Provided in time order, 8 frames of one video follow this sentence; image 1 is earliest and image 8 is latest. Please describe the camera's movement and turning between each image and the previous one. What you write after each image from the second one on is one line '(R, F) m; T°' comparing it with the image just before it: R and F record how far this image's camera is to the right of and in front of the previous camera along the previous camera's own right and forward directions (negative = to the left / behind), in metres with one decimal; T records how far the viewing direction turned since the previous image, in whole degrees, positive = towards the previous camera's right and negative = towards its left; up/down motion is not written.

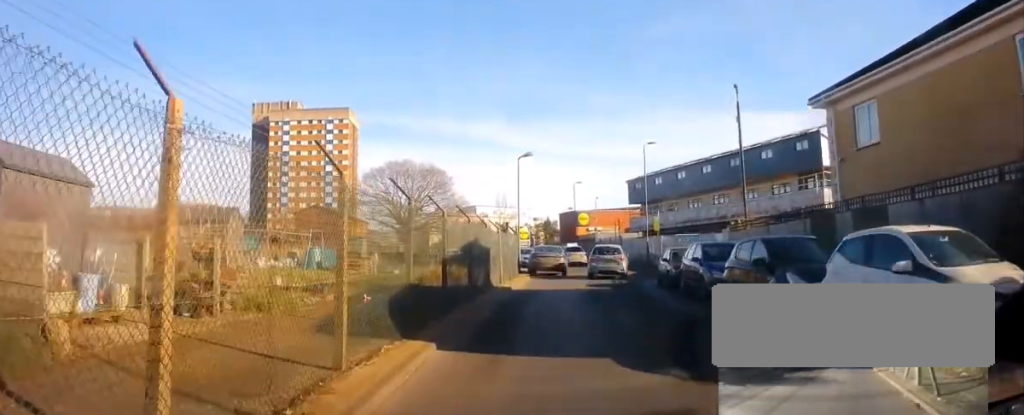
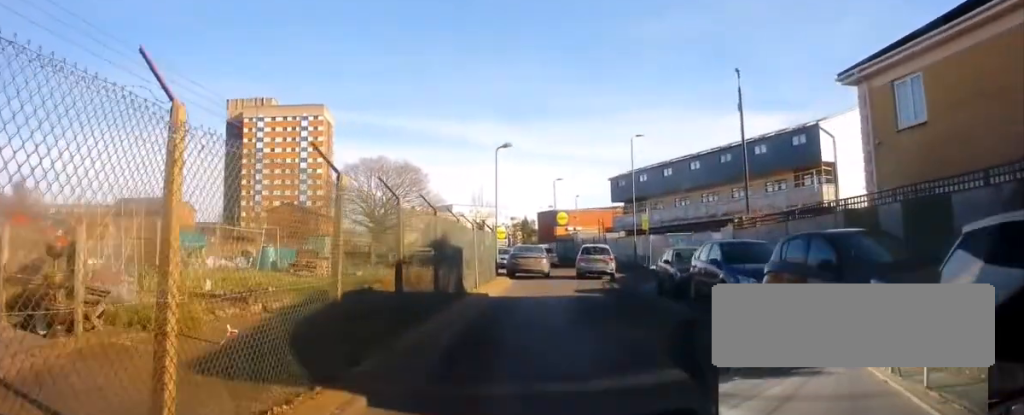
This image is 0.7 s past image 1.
(0.0, +3.0) m; 0°
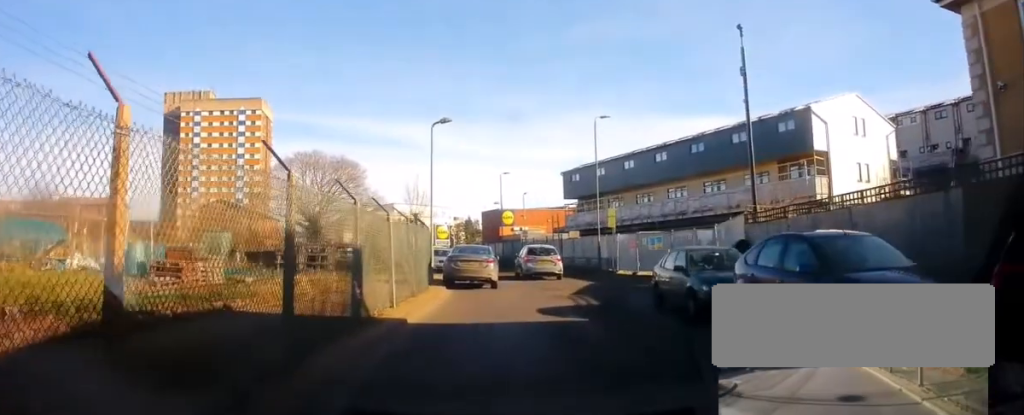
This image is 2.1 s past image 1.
(0.0, +6.0) m; +6°
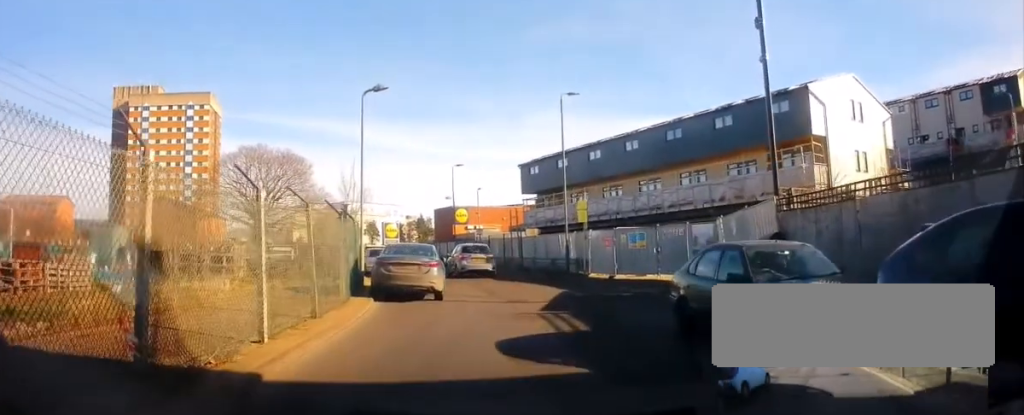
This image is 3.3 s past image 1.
(+0.5, +4.8) m; +1°
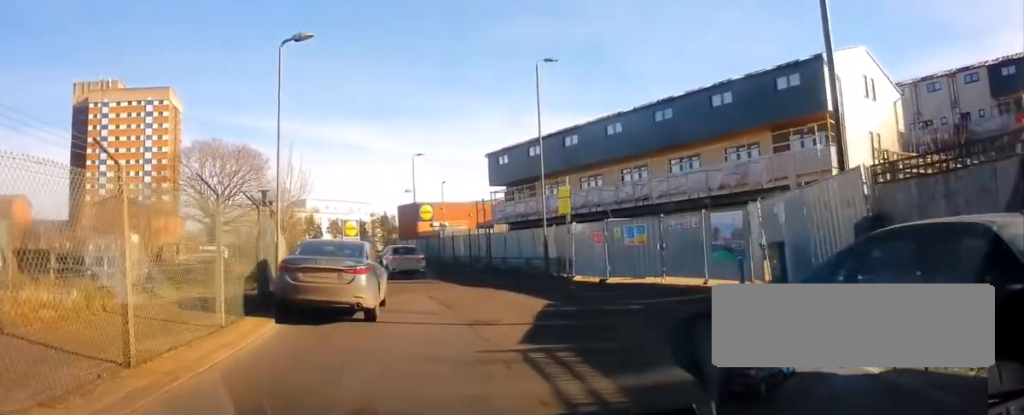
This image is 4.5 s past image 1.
(-0.4, +4.7) m; +1°
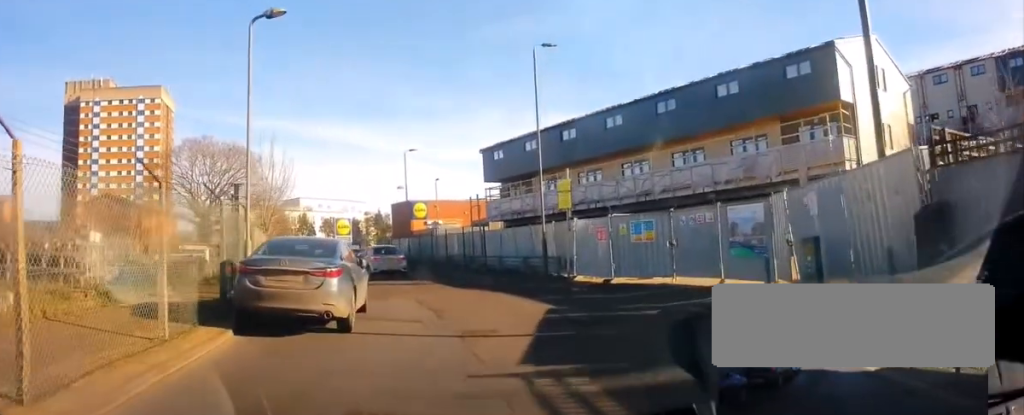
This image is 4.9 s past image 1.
(+0.1, +1.6) m; +3°
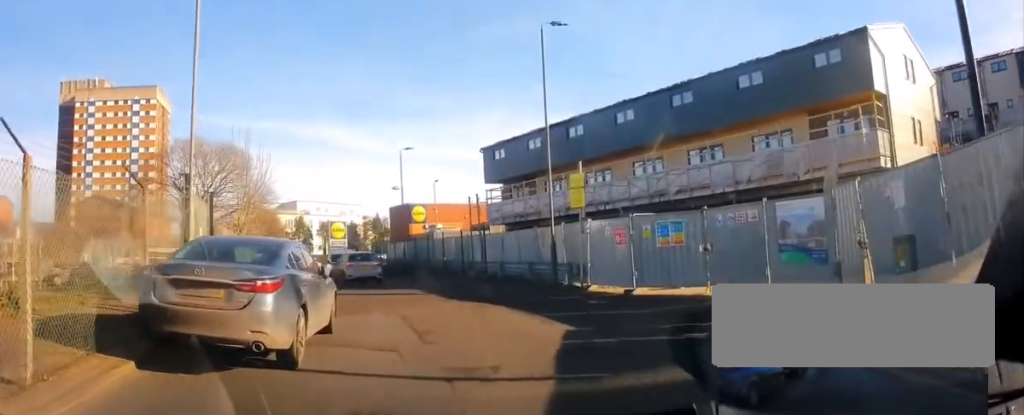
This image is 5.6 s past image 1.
(+0.1, +2.8) m; 0°
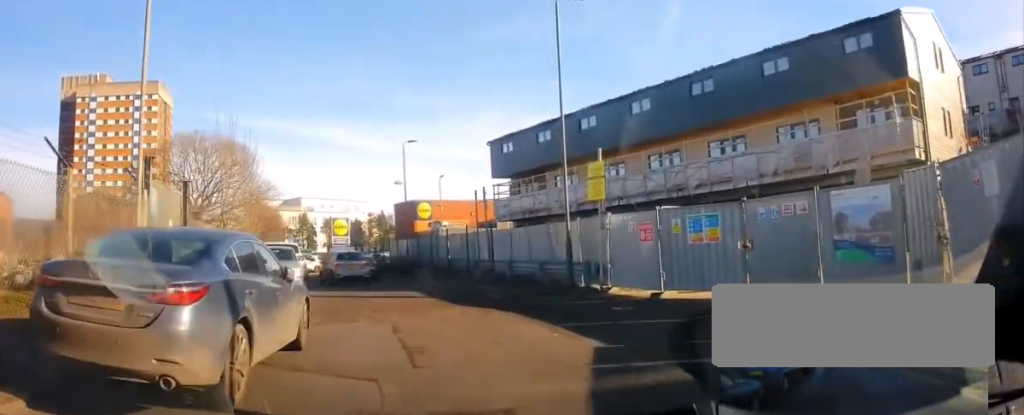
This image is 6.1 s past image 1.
(+0.1, +1.9) m; -4°
